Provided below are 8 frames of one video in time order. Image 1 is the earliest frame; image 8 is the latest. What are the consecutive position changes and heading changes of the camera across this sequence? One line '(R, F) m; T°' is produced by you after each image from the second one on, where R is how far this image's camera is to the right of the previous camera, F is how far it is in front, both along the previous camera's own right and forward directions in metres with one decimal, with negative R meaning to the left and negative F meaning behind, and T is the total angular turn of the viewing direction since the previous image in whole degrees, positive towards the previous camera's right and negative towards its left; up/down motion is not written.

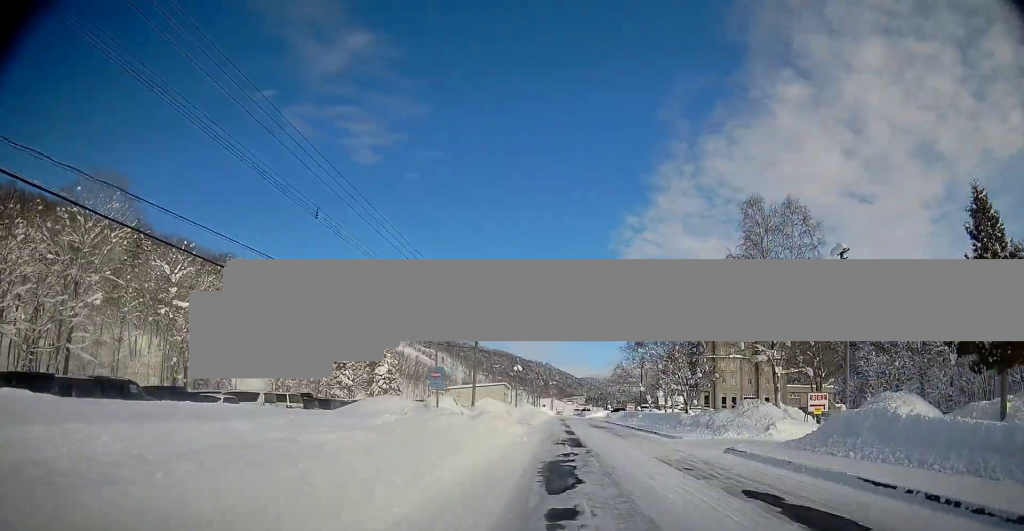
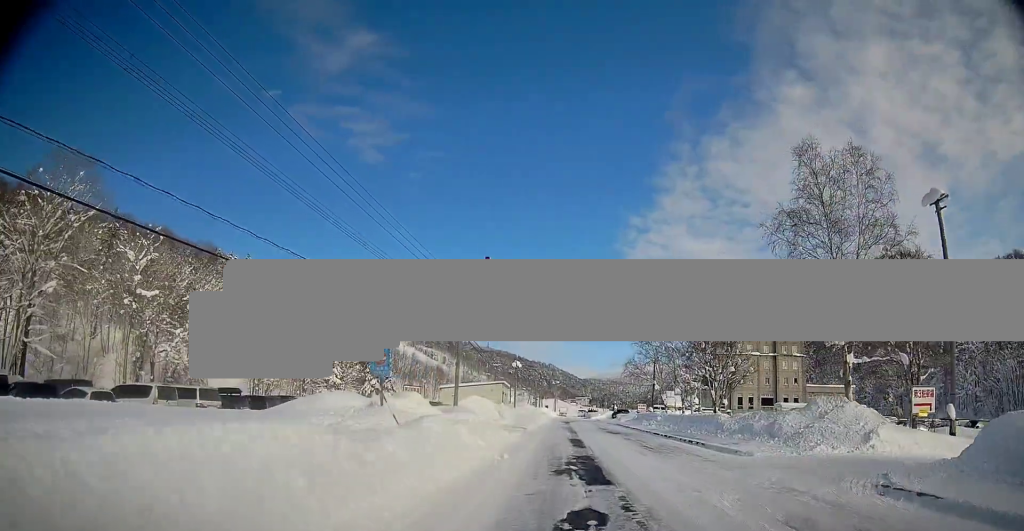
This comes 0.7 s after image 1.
(0.0, +9.4) m; 0°
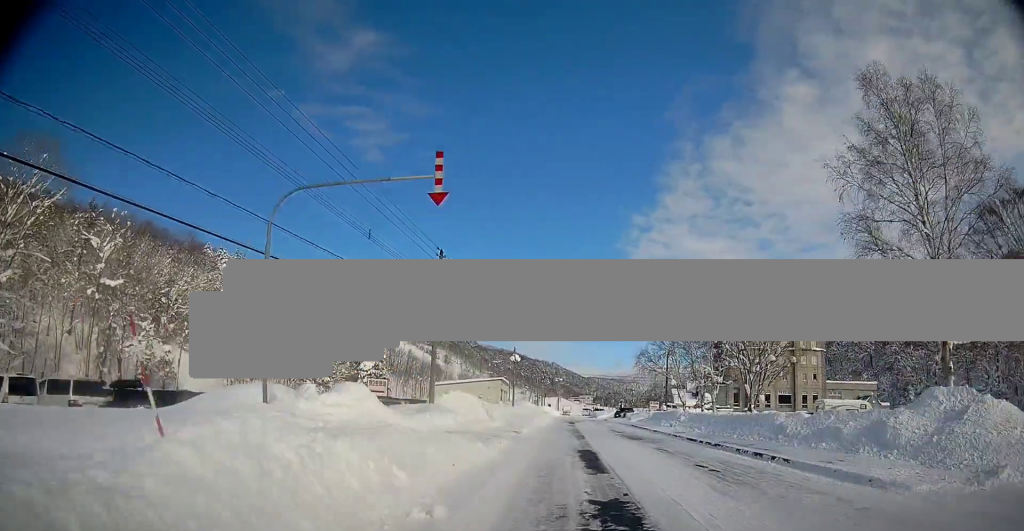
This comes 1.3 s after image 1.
(-0.2, +8.0) m; 0°
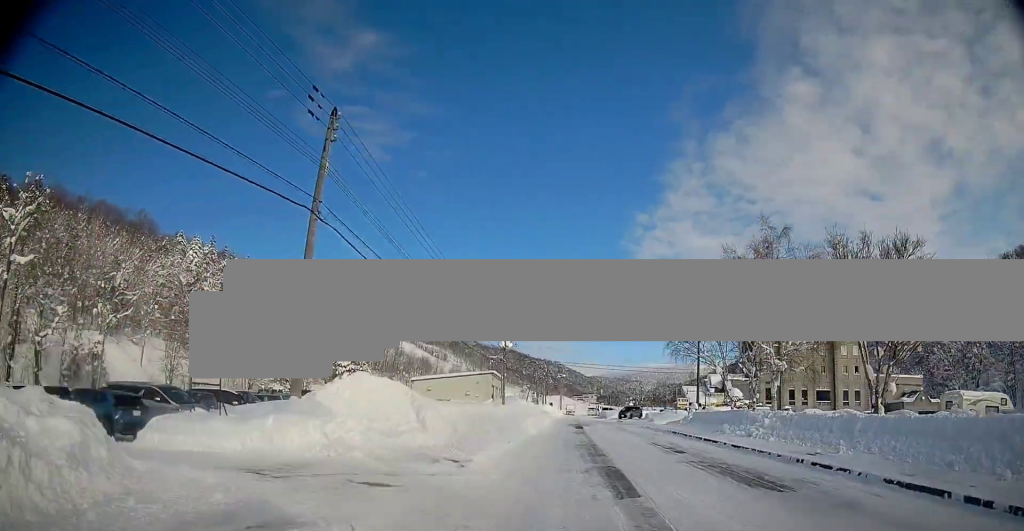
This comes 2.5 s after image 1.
(+0.1, +16.0) m; -2°
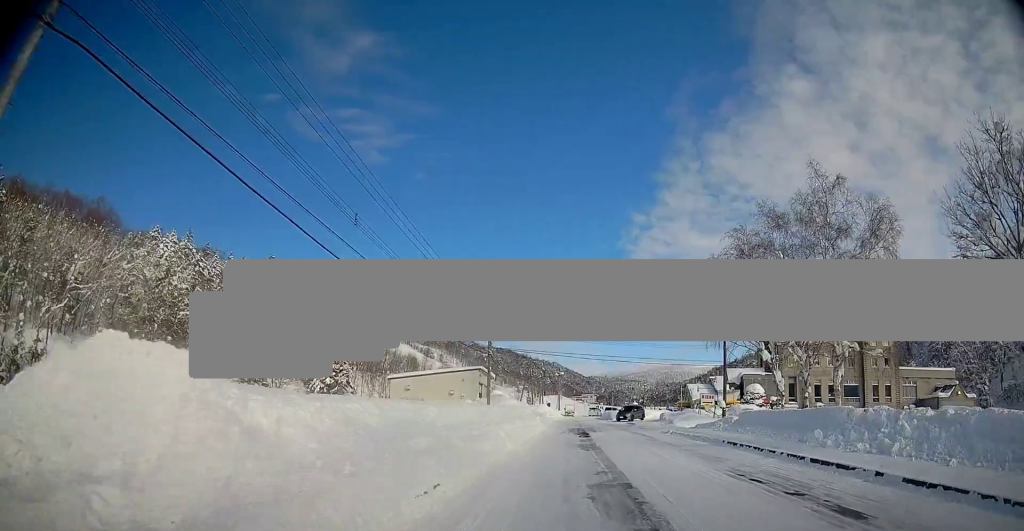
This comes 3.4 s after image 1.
(-0.6, +10.8) m; -2°
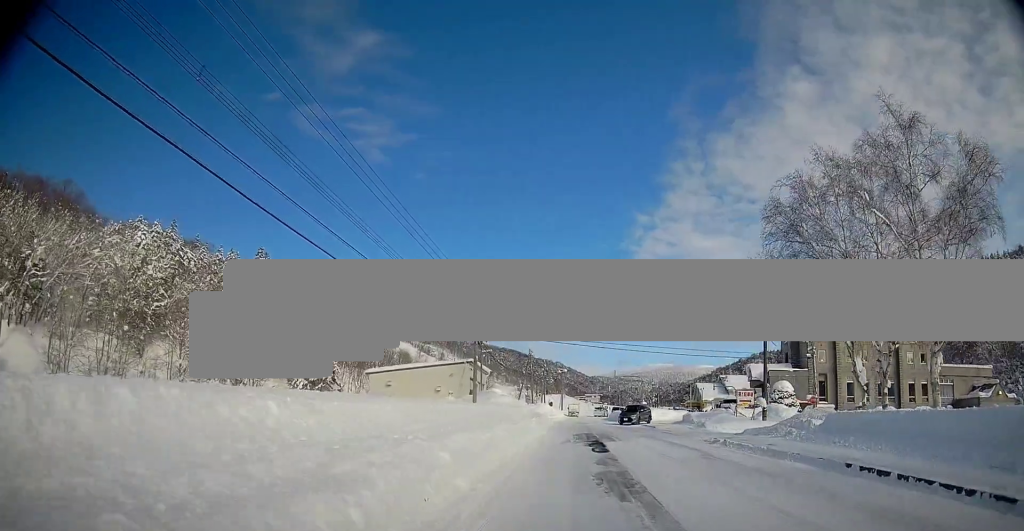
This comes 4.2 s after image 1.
(+0.1, +9.4) m; +1°
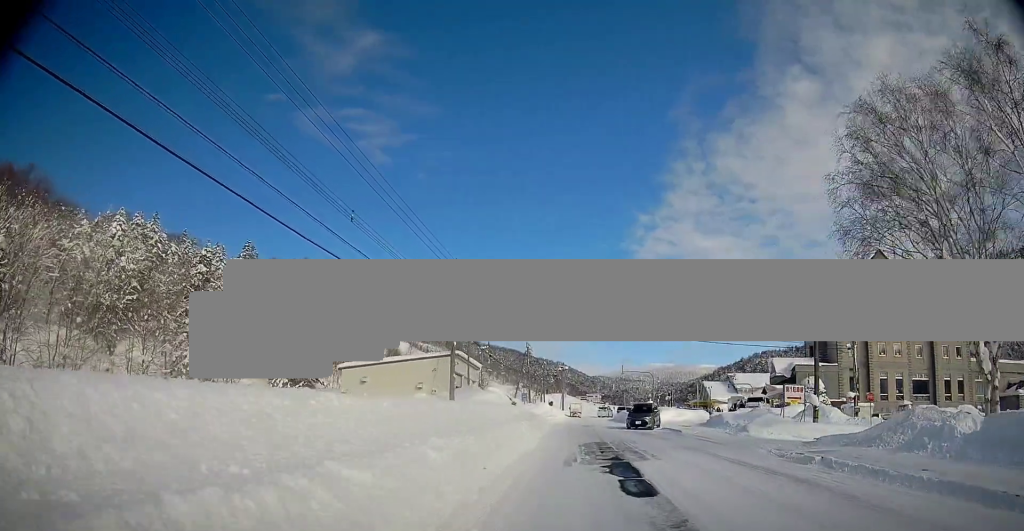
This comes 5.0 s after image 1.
(+0.1, +8.7) m; 0°
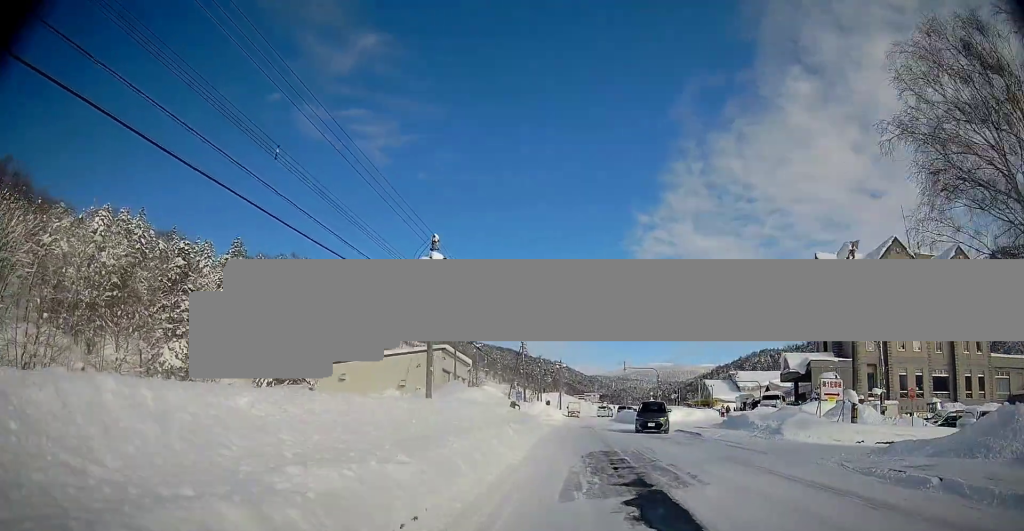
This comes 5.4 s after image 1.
(0.0, +4.8) m; 0°
